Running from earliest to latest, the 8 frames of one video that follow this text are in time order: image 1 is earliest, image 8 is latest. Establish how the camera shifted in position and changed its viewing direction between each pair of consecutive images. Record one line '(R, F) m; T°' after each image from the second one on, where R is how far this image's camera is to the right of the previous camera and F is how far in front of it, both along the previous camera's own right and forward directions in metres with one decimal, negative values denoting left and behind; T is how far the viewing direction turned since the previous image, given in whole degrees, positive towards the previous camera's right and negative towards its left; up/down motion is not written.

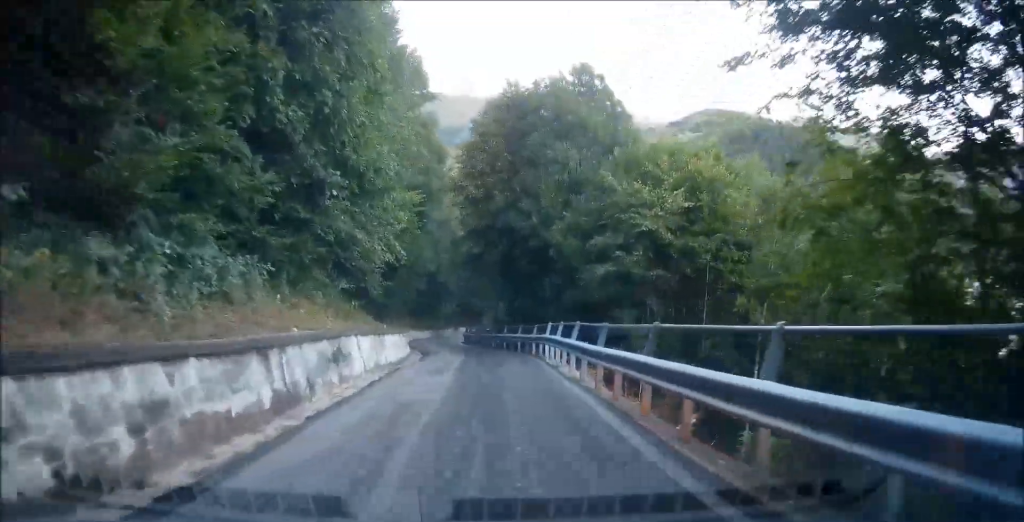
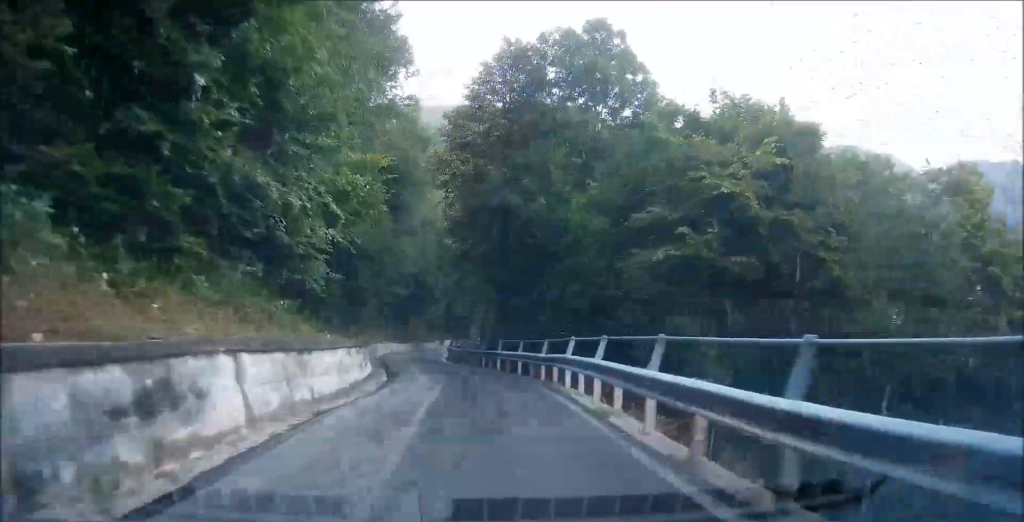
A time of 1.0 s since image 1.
(-0.4, +7.3) m; -2°
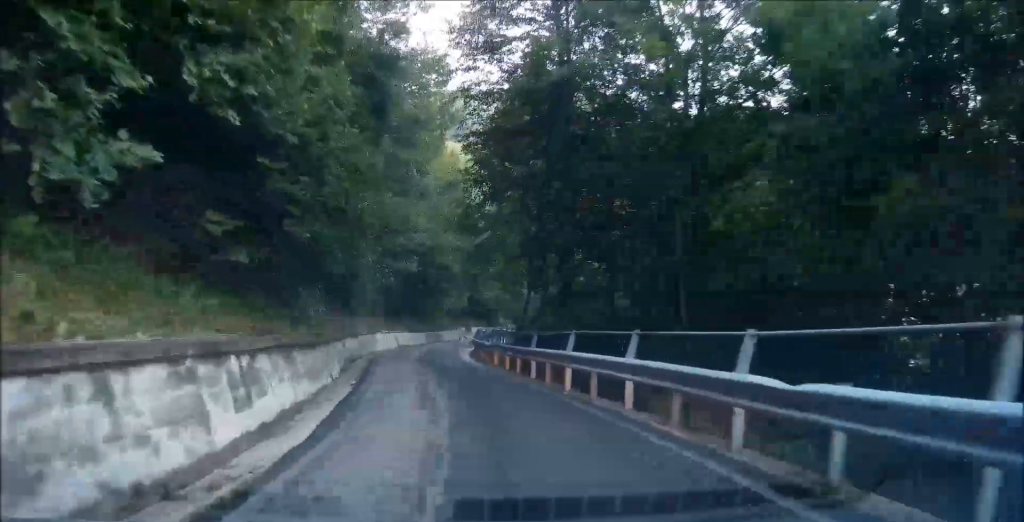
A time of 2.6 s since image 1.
(+0.5, +11.8) m; +4°
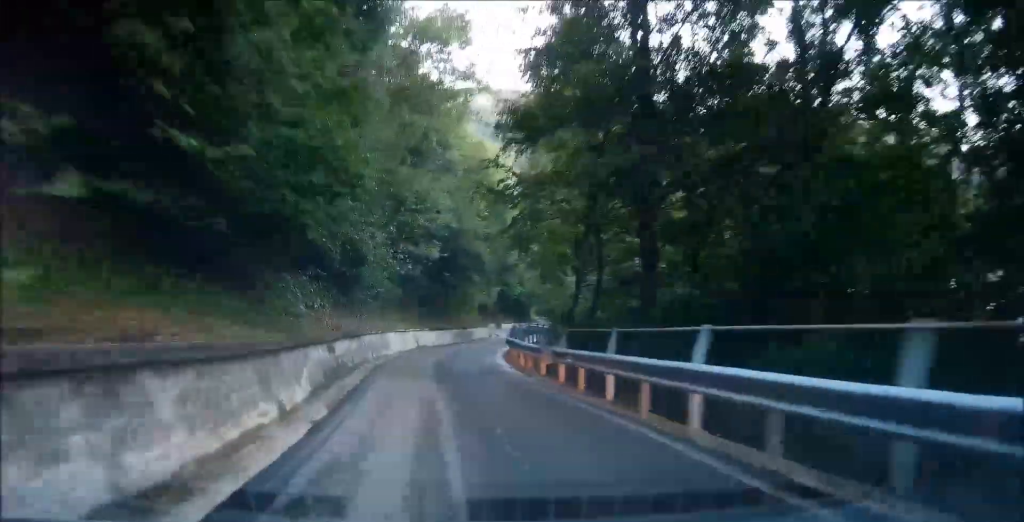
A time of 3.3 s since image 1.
(+0.1, +5.7) m; -5°
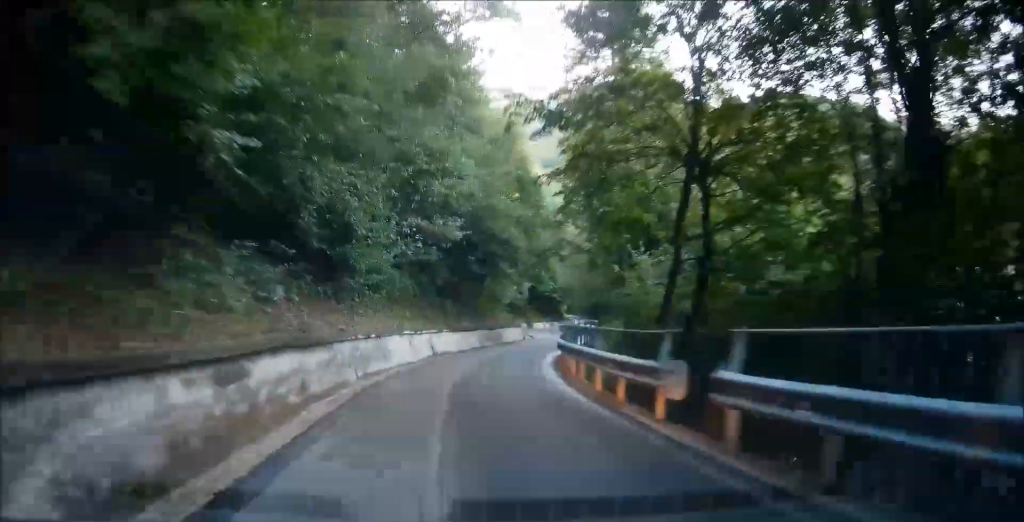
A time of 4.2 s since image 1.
(-0.8, +7.9) m; -2°
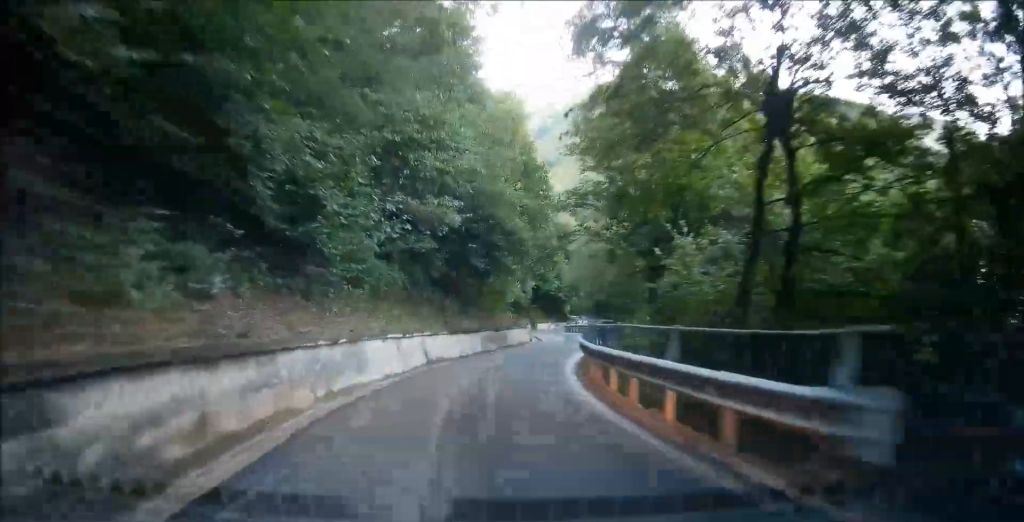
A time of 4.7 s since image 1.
(+0.1, +4.2) m; +2°
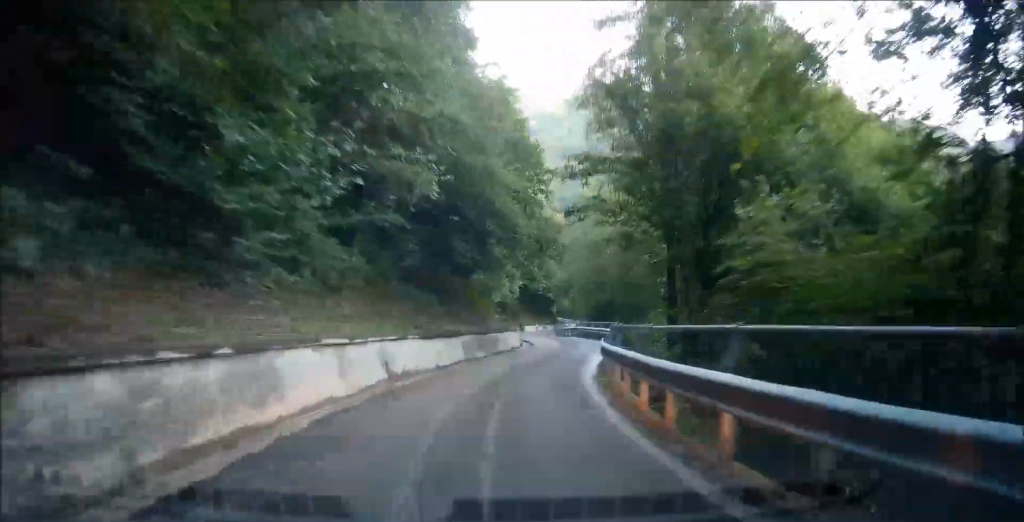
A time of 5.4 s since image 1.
(+0.3, +5.7) m; +5°
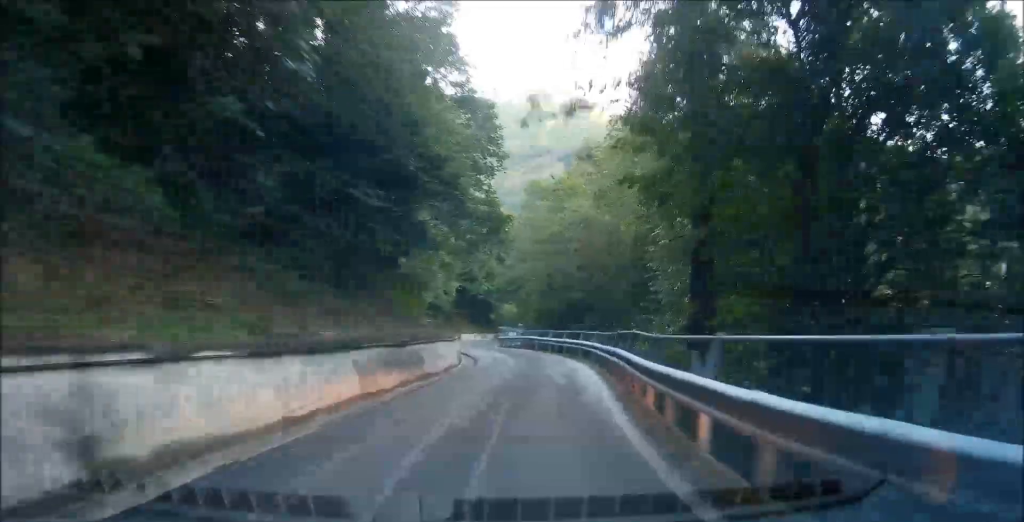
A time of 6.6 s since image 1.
(+0.7, +10.6) m; +7°
